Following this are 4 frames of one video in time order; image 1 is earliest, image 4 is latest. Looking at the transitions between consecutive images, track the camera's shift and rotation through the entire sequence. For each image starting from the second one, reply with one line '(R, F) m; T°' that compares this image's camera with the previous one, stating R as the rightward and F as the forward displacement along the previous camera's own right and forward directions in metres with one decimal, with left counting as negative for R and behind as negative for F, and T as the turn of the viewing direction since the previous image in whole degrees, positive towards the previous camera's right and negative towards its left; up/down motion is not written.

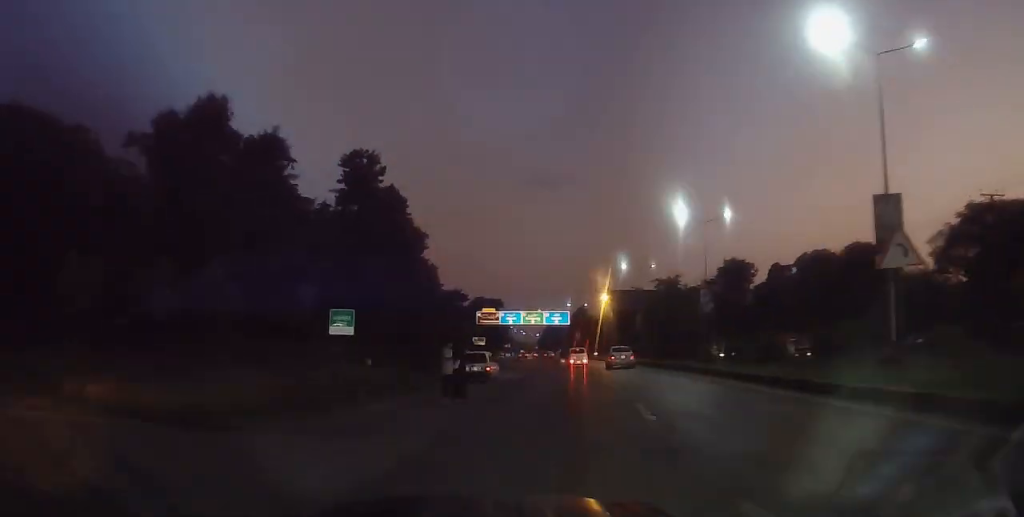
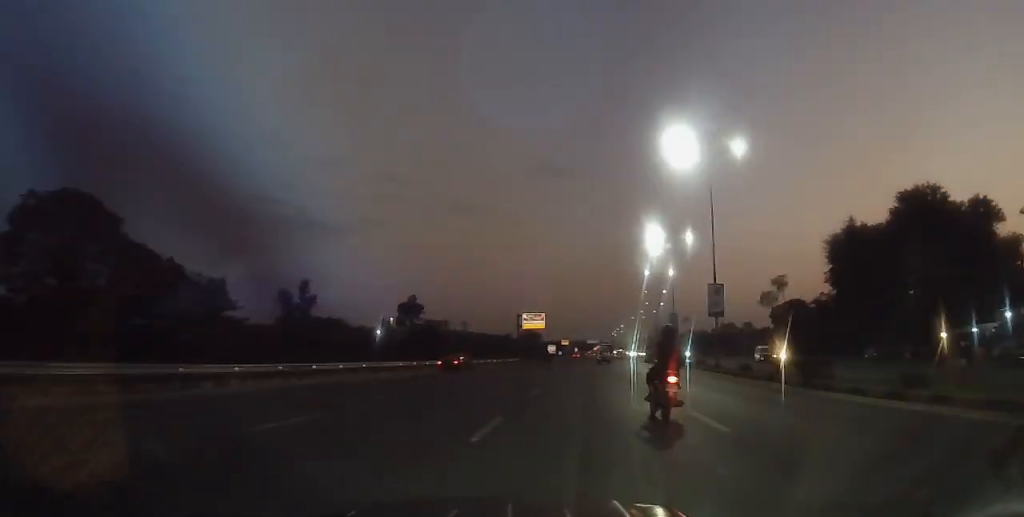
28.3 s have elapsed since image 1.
(-18.1, +322.7) m; +3°
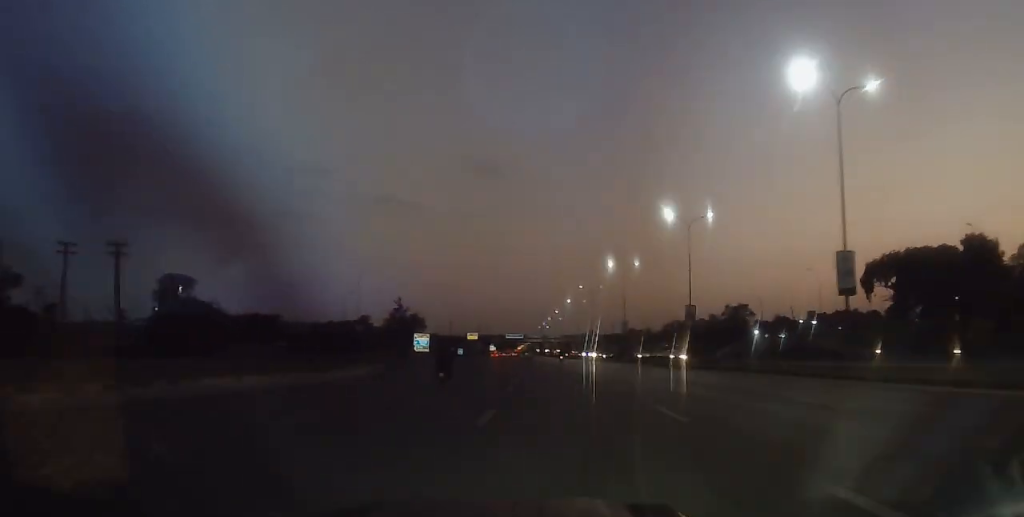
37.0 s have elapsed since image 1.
(+5.6, +124.2) m; +2°
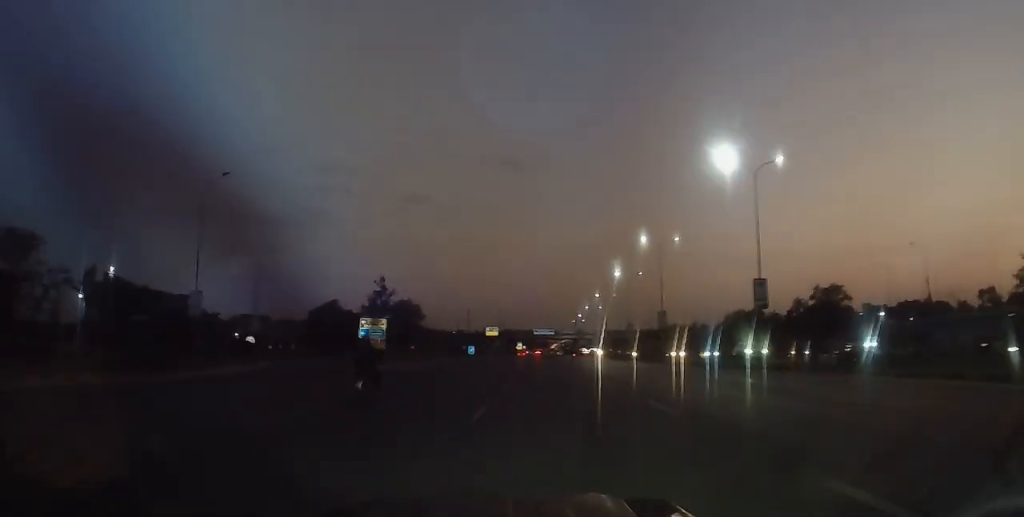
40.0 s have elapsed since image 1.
(-0.2, +44.6) m; 0°
